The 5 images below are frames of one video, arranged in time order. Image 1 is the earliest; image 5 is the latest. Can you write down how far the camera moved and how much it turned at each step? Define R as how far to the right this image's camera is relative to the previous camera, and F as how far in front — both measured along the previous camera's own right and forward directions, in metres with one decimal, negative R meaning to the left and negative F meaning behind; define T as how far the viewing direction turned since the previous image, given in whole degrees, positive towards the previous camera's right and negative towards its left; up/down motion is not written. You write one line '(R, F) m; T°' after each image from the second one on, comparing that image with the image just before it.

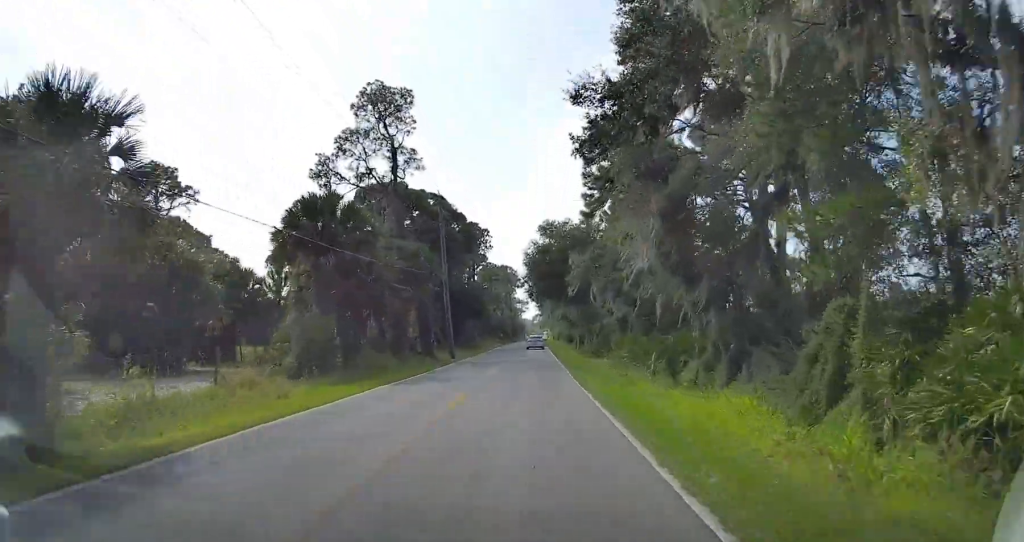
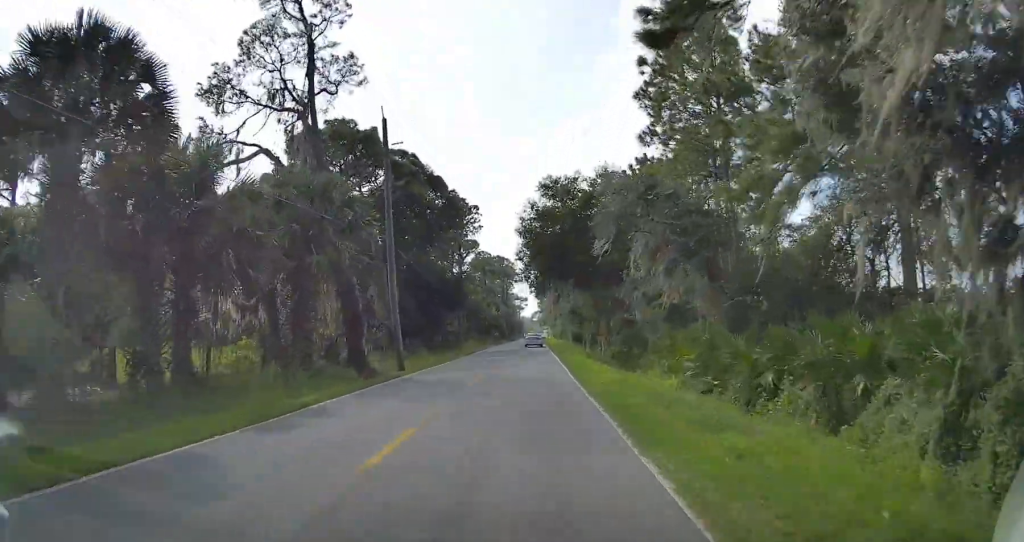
(-0.1, +18.7) m; 0°
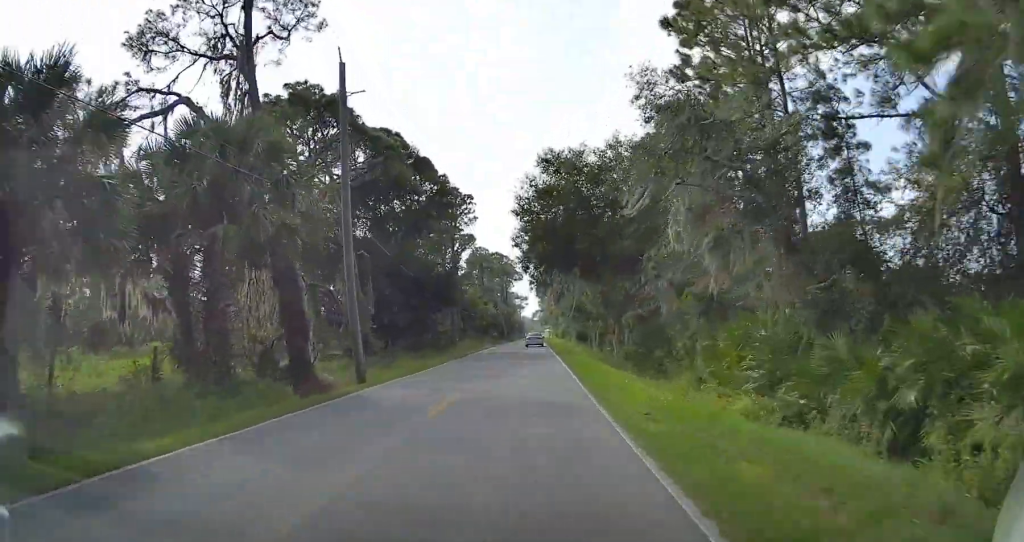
(0.0, +7.4) m; 0°
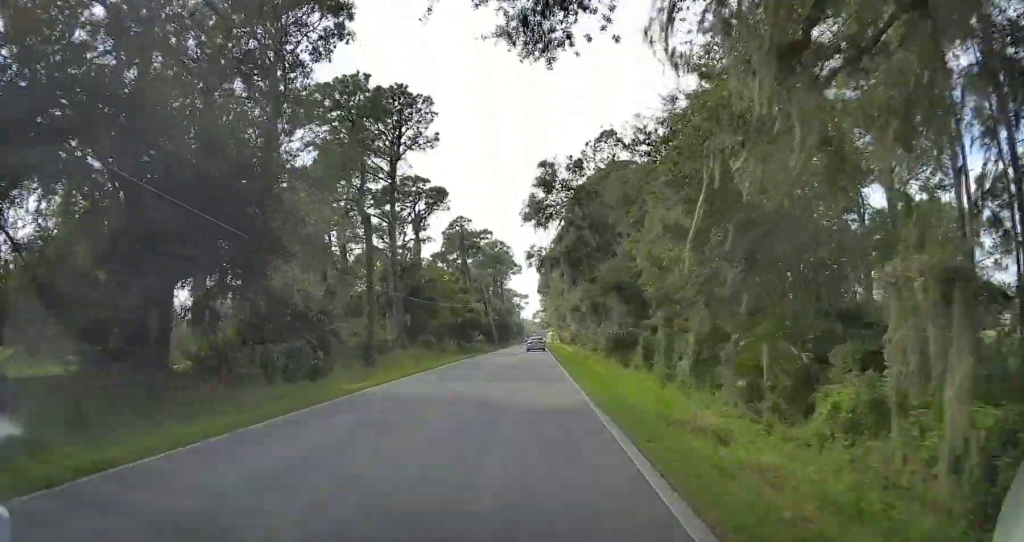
(+0.4, +37.0) m; +1°
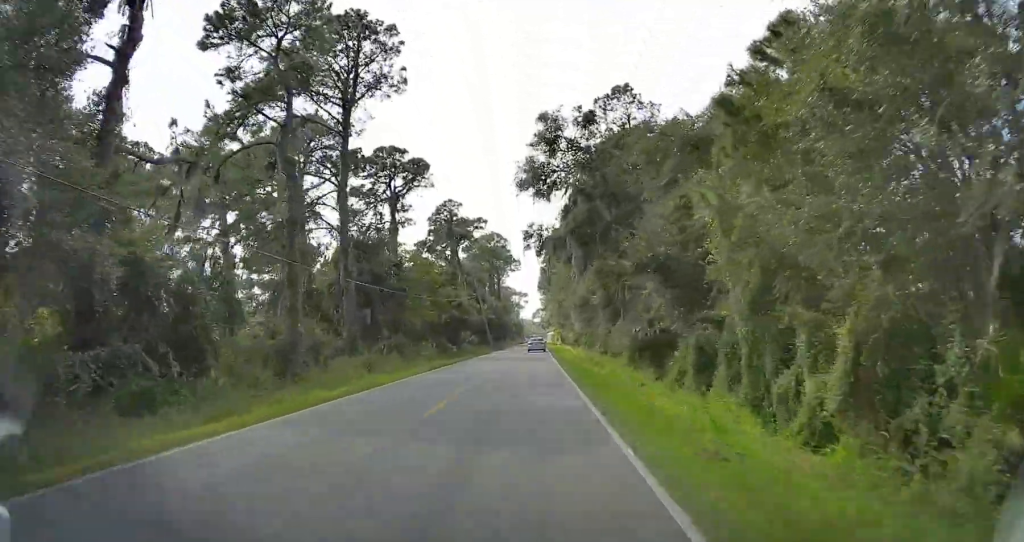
(0.0, +12.4) m; 0°
